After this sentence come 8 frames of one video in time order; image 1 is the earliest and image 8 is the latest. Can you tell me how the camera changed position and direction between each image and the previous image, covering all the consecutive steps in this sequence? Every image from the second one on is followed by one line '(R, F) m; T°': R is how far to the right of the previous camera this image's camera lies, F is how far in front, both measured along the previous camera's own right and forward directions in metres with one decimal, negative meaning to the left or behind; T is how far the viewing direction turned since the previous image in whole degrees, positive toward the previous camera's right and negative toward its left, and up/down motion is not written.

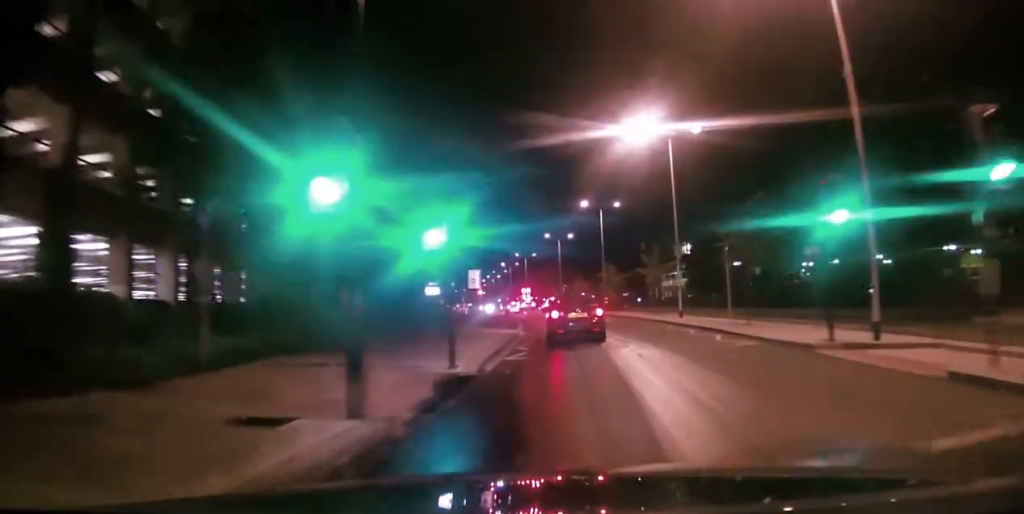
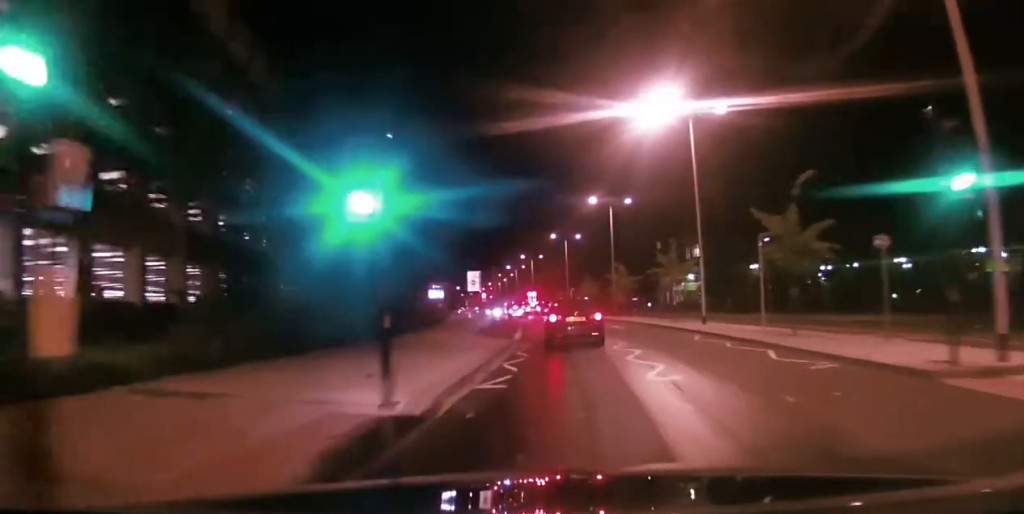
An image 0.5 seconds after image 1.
(+0.1, +5.0) m; +1°
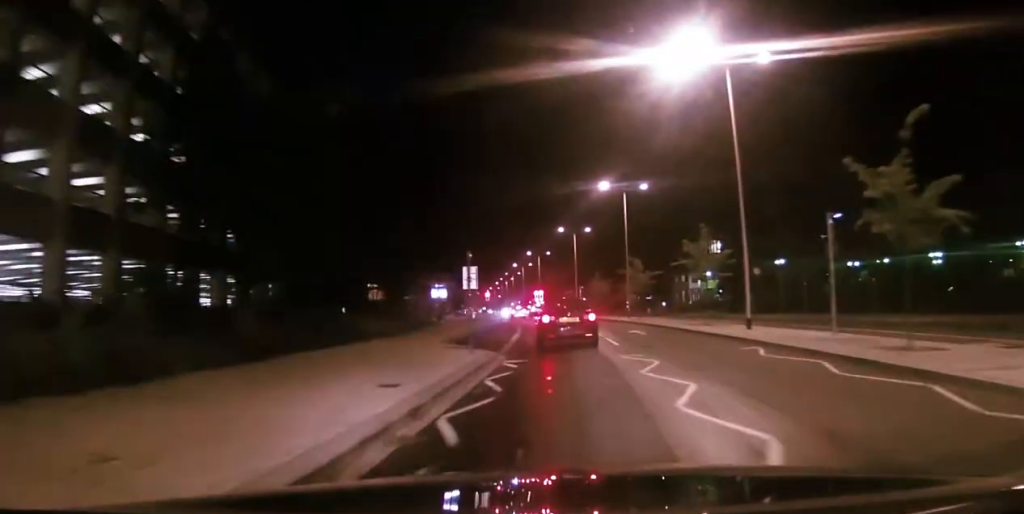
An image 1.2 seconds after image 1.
(+0.1, +7.5) m; +1°
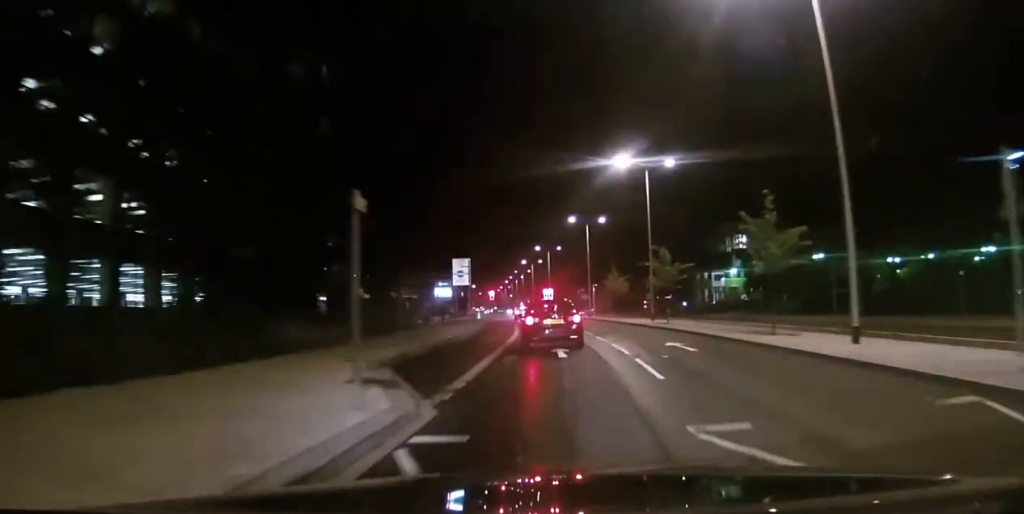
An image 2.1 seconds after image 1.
(0.0, +9.6) m; +1°
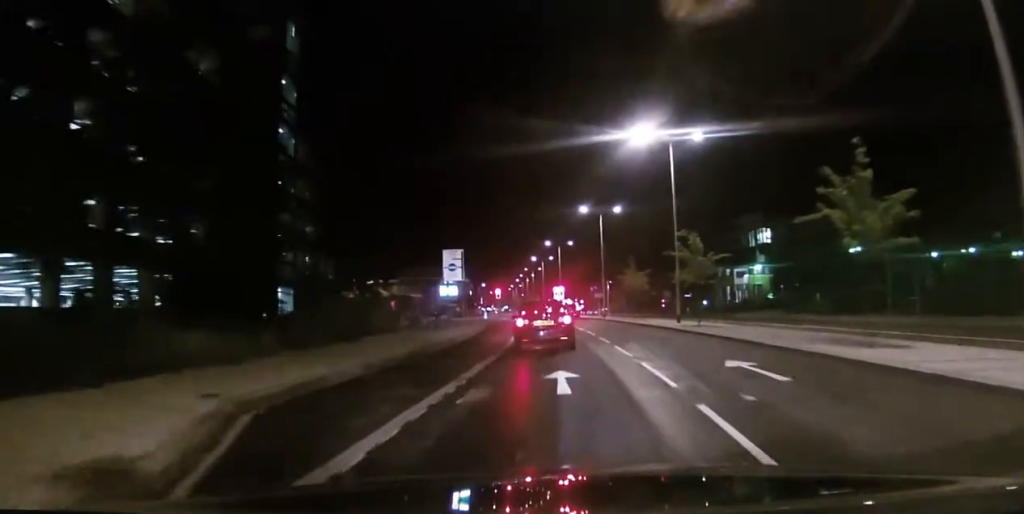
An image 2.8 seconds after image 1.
(+0.2, +7.0) m; 0°
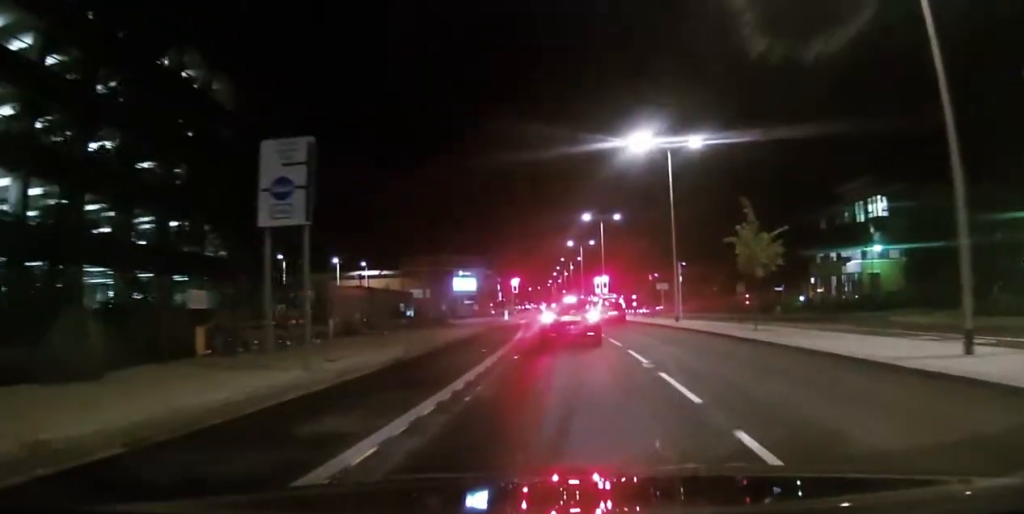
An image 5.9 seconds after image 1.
(+0.4, +26.3) m; +1°
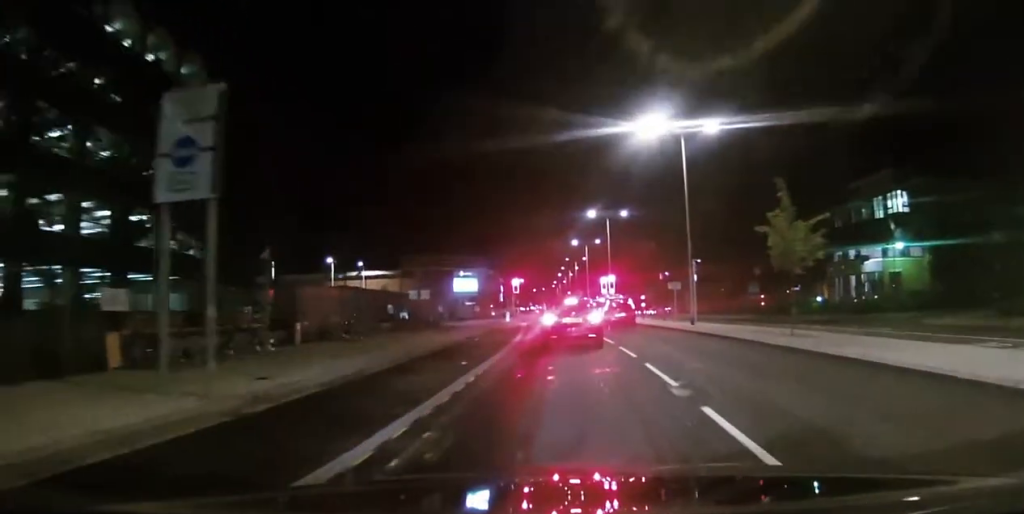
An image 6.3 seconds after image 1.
(0.0, +3.8) m; +1°
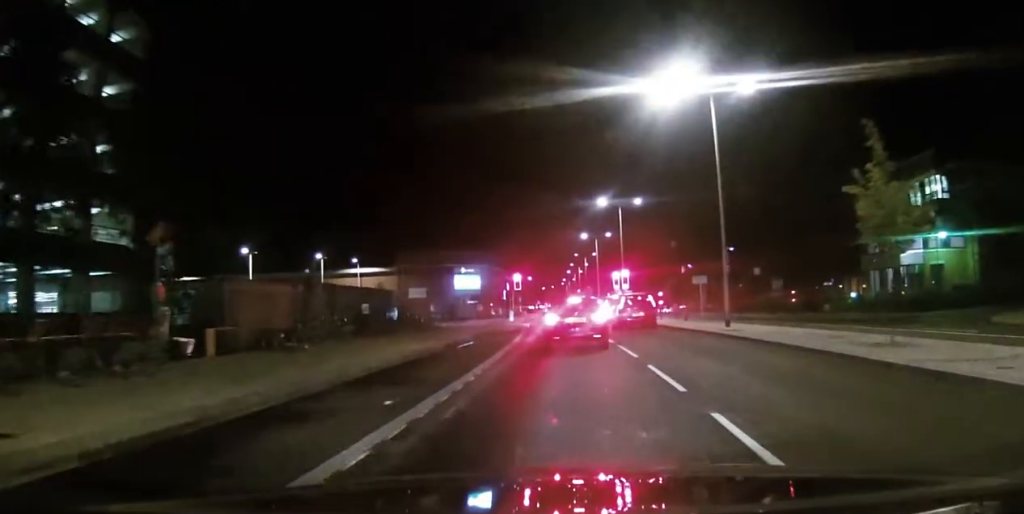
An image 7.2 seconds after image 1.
(+0.1, +6.6) m; +4°
